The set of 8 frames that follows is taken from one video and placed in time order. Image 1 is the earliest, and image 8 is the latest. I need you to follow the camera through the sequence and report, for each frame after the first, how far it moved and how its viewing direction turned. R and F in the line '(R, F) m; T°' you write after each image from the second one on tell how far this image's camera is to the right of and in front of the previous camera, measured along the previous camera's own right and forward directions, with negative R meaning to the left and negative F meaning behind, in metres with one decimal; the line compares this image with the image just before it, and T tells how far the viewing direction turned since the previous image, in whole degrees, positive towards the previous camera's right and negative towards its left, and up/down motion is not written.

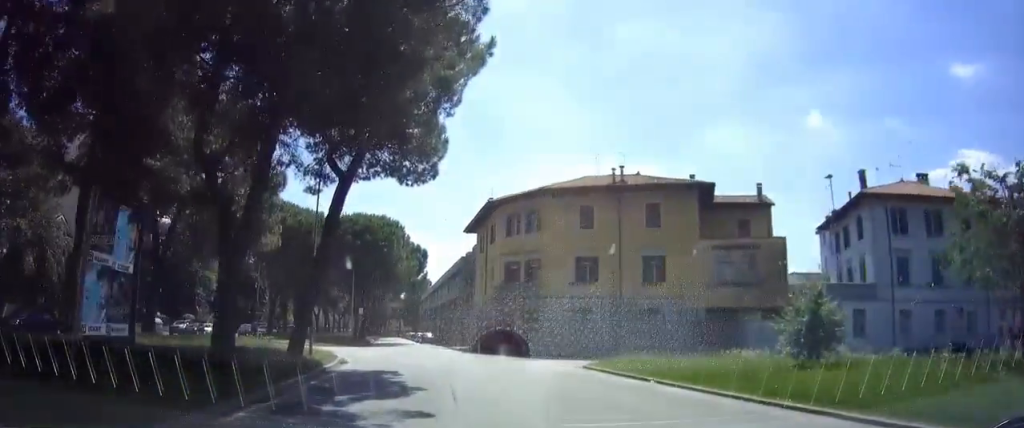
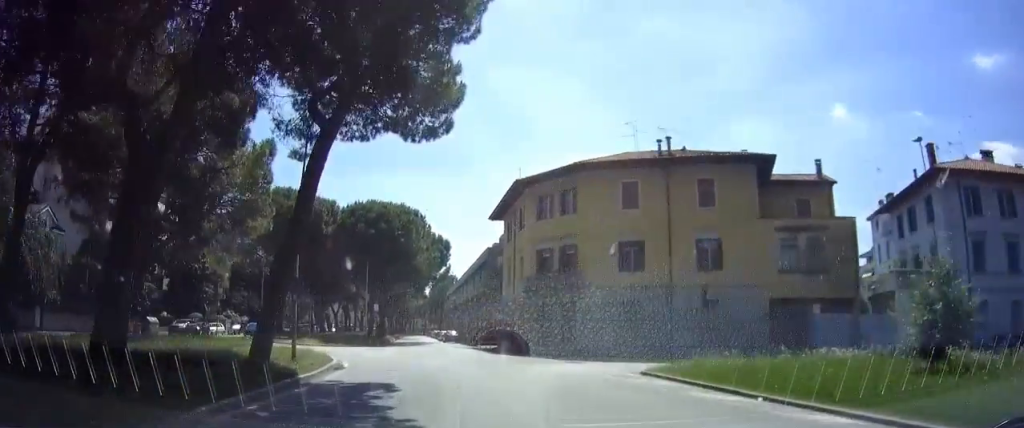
(-0.1, +4.6) m; -3°
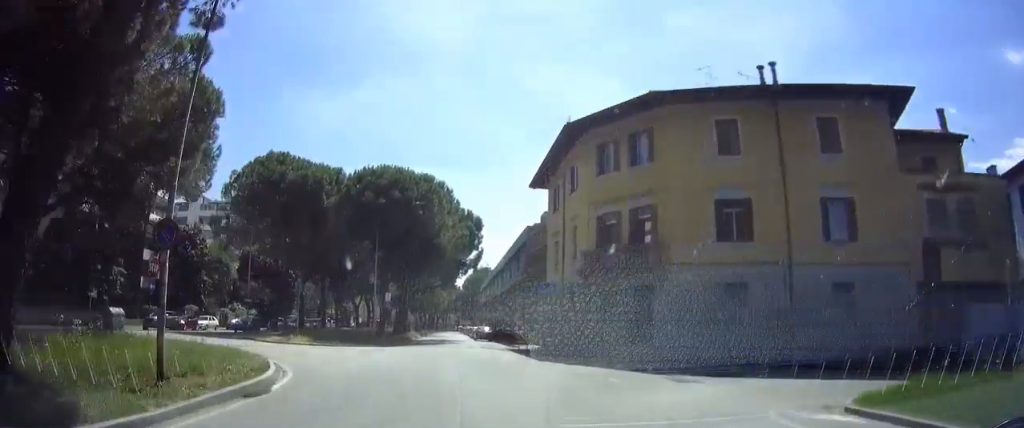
(-0.3, +7.6) m; -5°
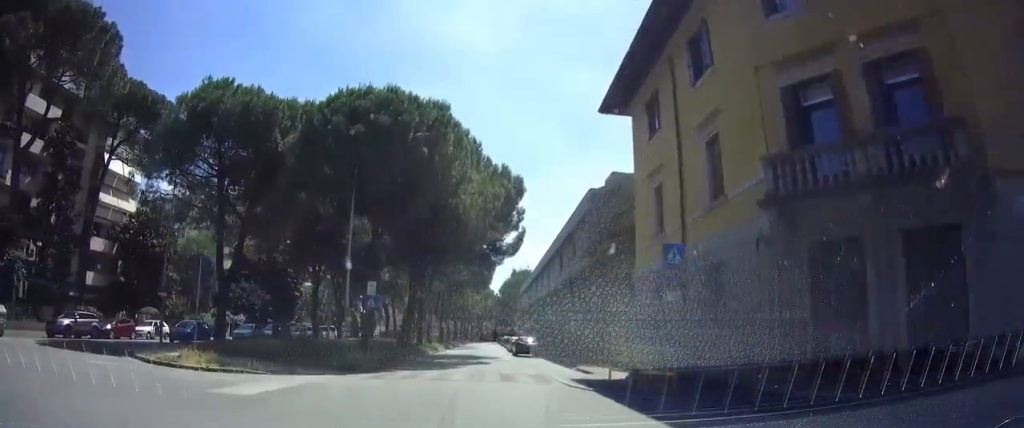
(-0.9, +13.3) m; -5°
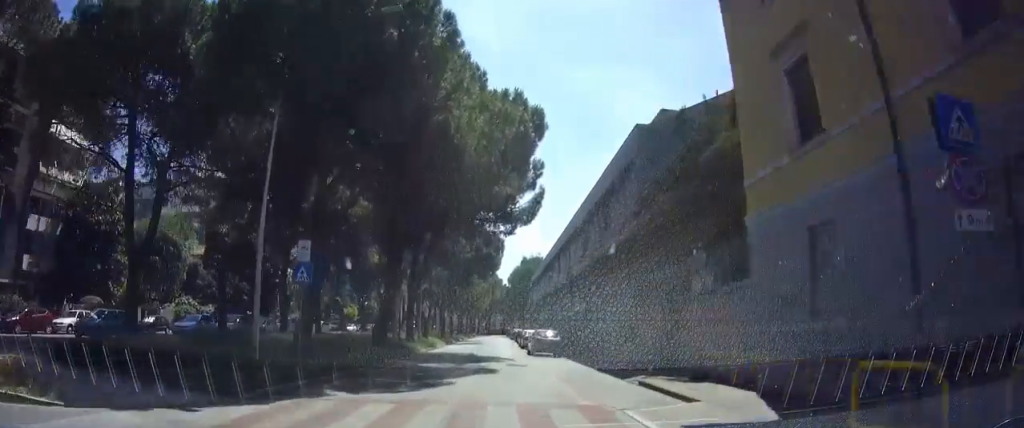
(-0.4, +8.0) m; +1°
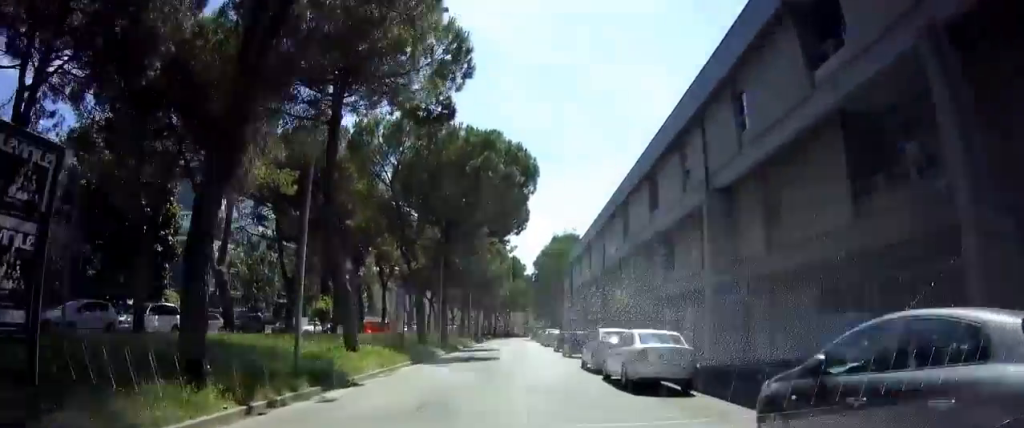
(+1.5, +25.7) m; -1°
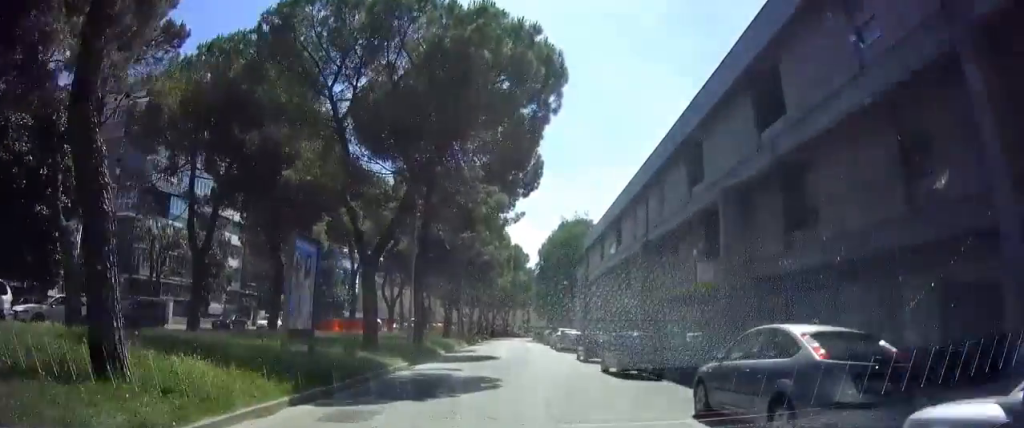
(-0.7, +11.4) m; -5°
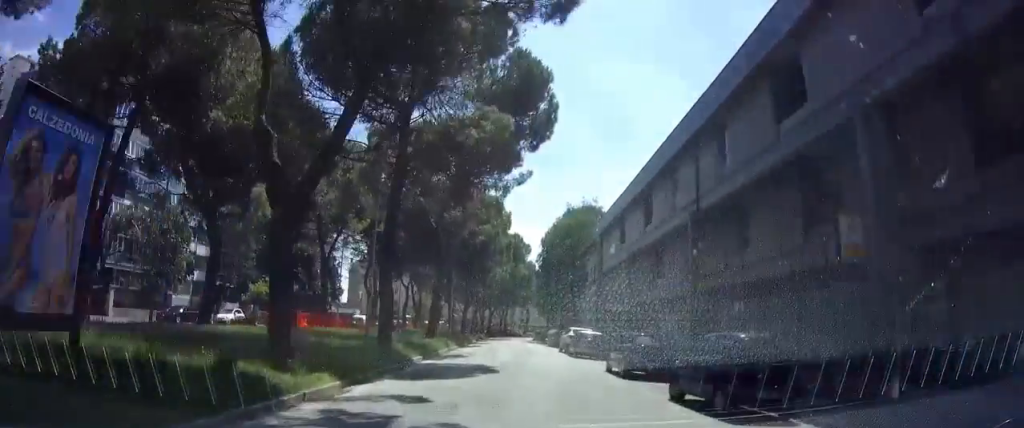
(-0.3, +7.8) m; 0°
